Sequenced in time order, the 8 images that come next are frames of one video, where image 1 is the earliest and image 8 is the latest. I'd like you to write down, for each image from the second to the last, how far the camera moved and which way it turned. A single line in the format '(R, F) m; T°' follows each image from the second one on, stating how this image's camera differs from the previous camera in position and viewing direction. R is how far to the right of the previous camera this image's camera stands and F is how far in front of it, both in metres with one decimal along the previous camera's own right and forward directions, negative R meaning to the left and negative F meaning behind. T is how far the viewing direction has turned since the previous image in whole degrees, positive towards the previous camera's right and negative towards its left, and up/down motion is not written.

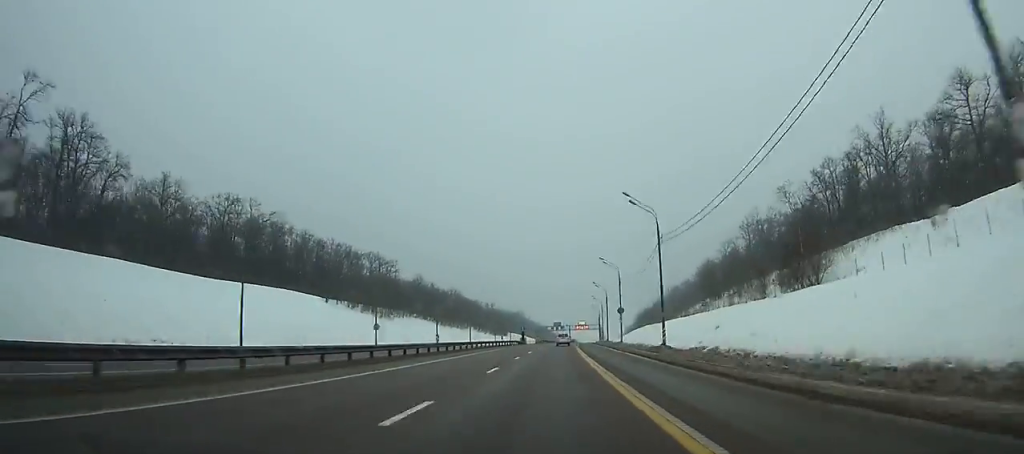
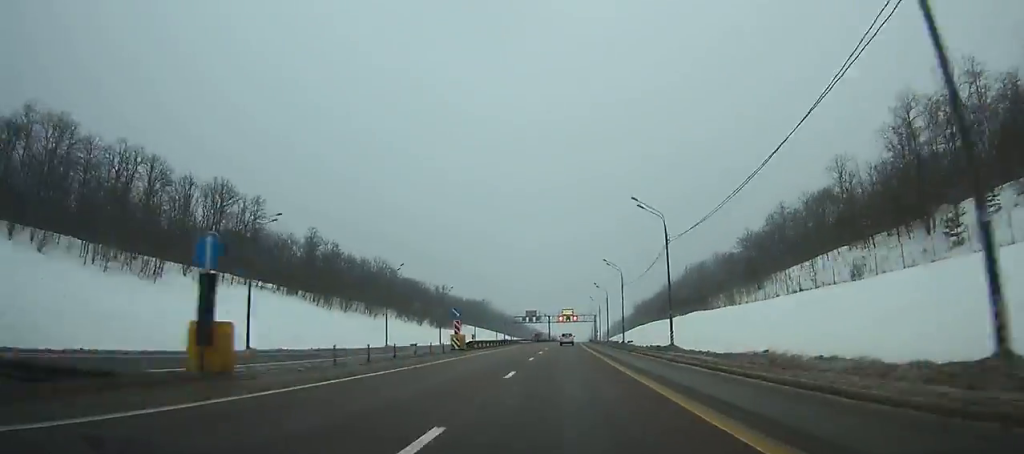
(+1.9, +99.3) m; +2°
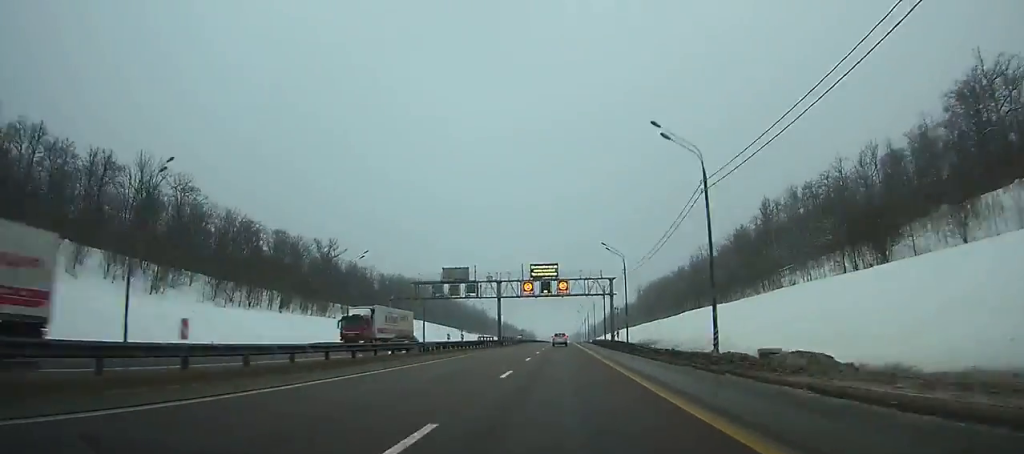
(+2.9, +117.9) m; +2°
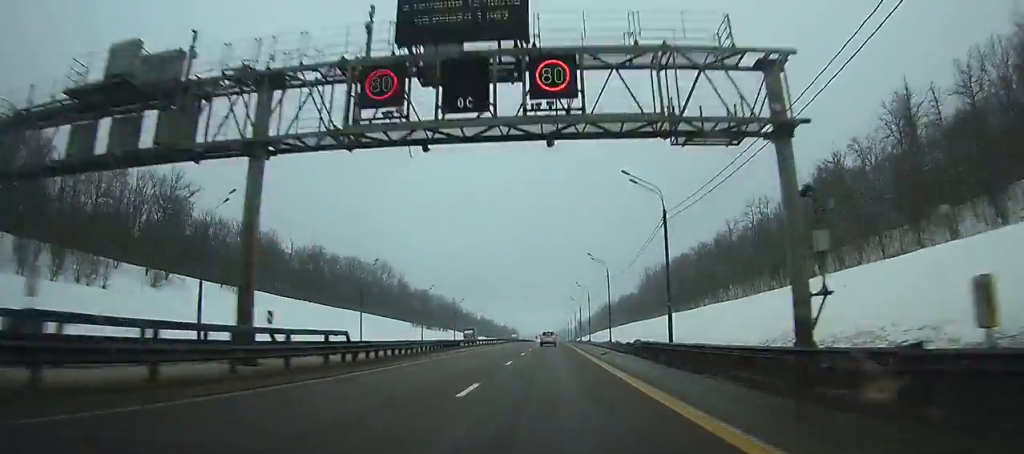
(+0.5, +65.6) m; 0°
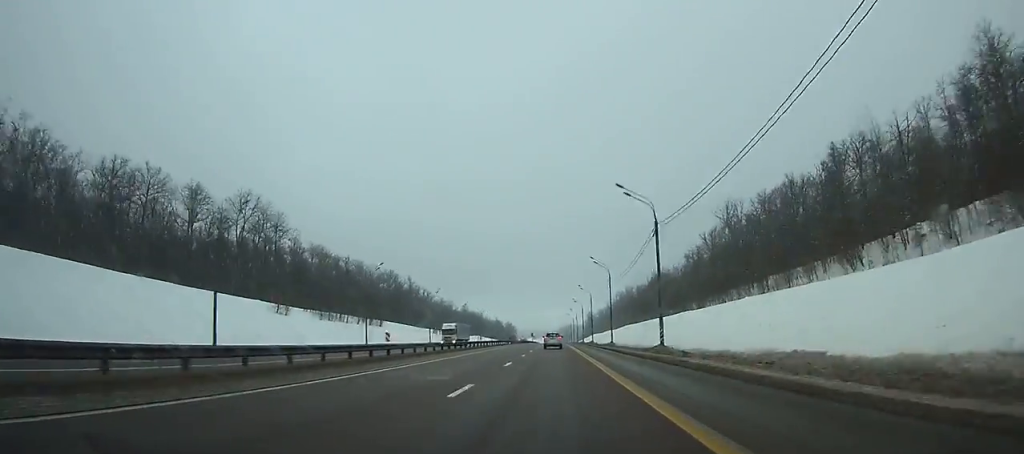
(-0.3, +107.6) m; 0°
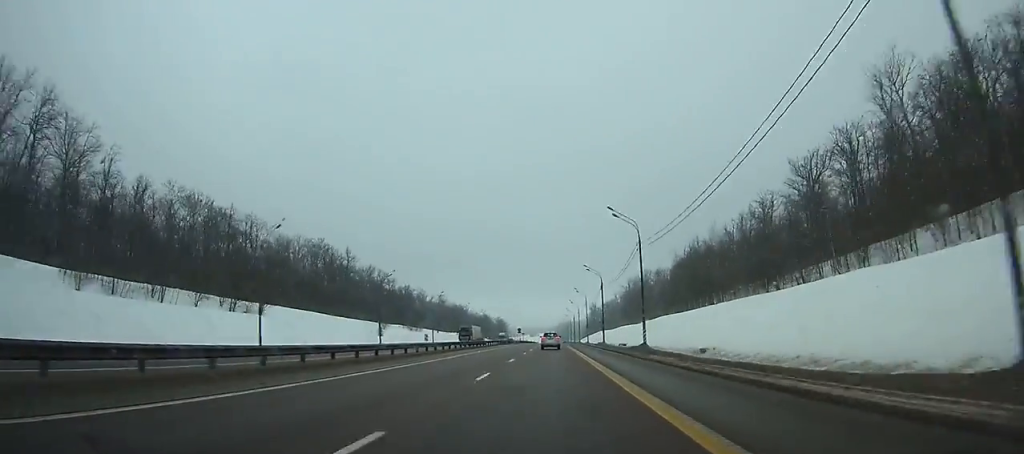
(+0.1, +68.0) m; 0°
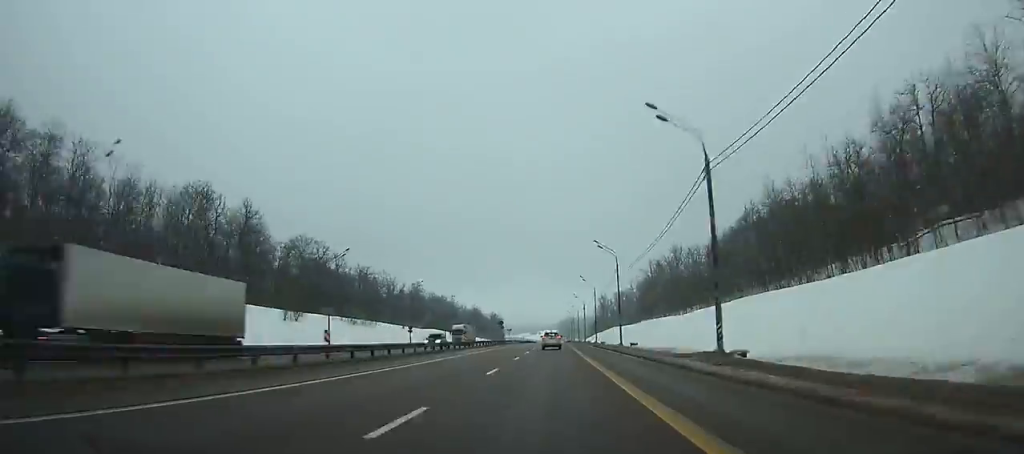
(+0.1, +57.0) m; 0°
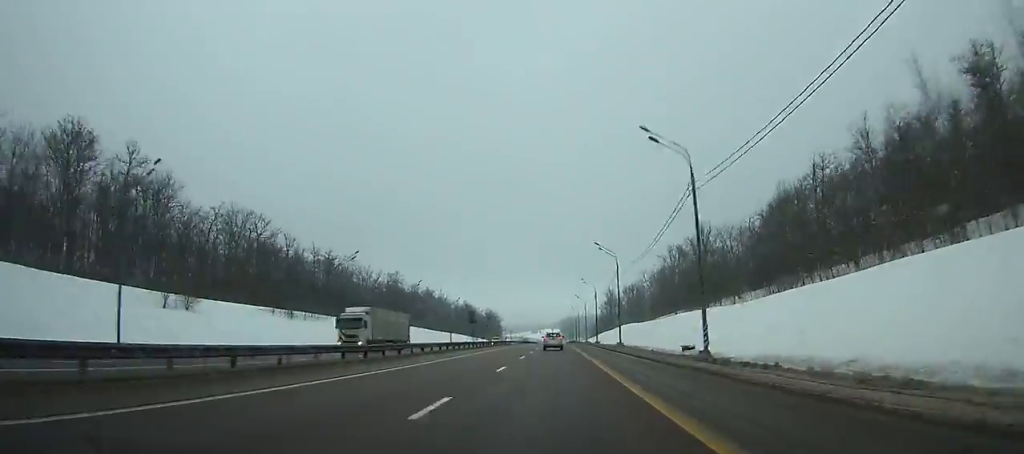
(0.0, +34.3) m; 0°
